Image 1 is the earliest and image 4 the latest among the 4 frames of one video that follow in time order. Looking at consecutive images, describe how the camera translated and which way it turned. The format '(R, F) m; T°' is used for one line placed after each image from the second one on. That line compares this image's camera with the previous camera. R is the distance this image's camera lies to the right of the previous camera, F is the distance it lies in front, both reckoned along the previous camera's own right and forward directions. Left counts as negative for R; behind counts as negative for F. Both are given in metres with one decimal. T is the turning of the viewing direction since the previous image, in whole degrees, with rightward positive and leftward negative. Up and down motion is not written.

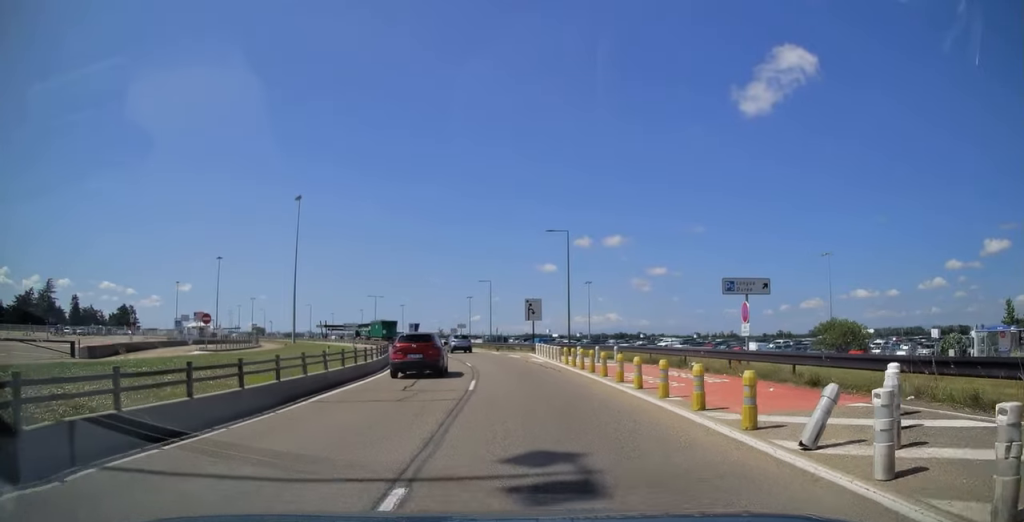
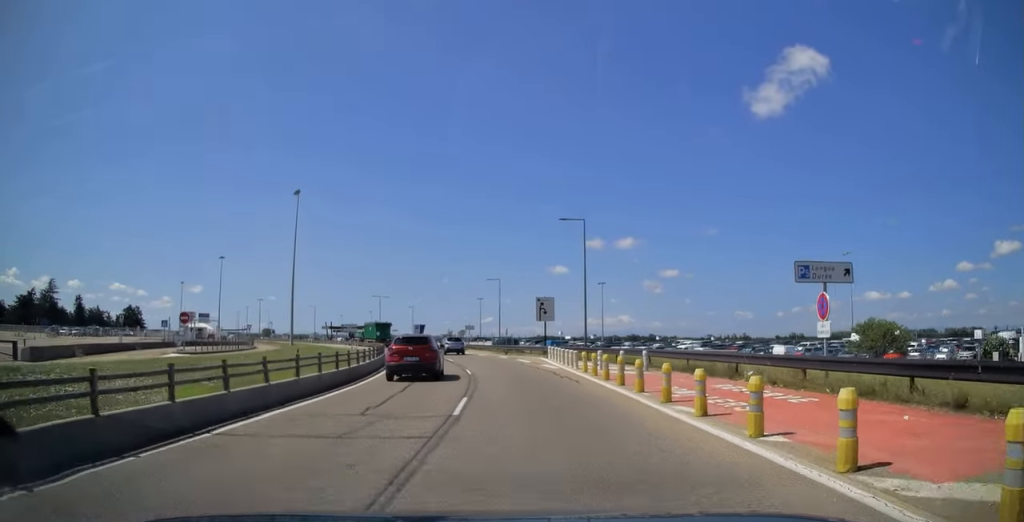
(+0.1, +4.6) m; -1°
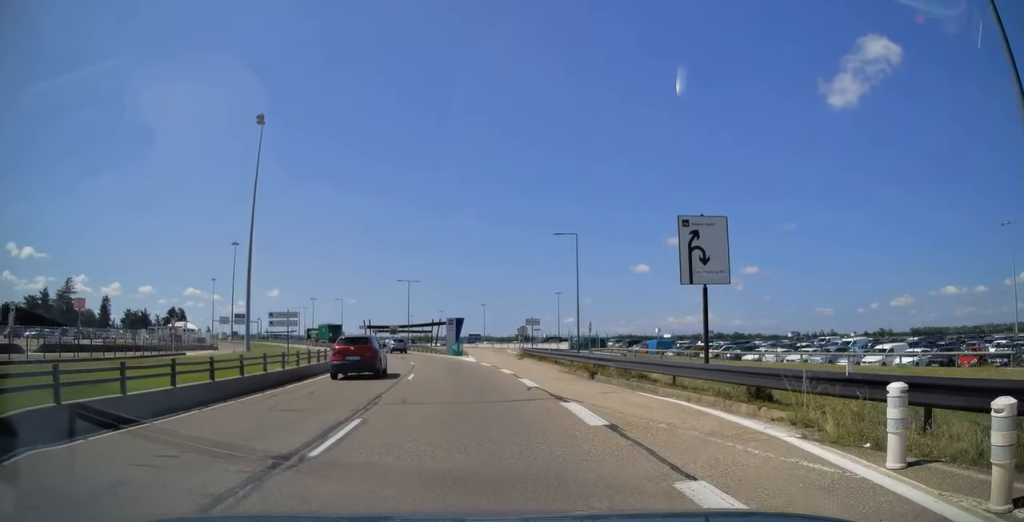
(-2.9, +31.1) m; -8°
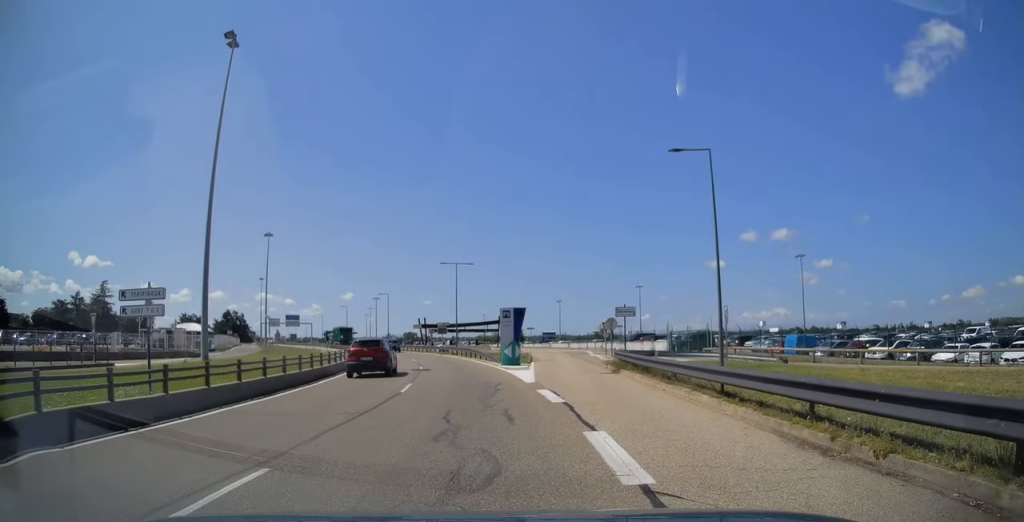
(-0.9, +17.8) m; -6°
